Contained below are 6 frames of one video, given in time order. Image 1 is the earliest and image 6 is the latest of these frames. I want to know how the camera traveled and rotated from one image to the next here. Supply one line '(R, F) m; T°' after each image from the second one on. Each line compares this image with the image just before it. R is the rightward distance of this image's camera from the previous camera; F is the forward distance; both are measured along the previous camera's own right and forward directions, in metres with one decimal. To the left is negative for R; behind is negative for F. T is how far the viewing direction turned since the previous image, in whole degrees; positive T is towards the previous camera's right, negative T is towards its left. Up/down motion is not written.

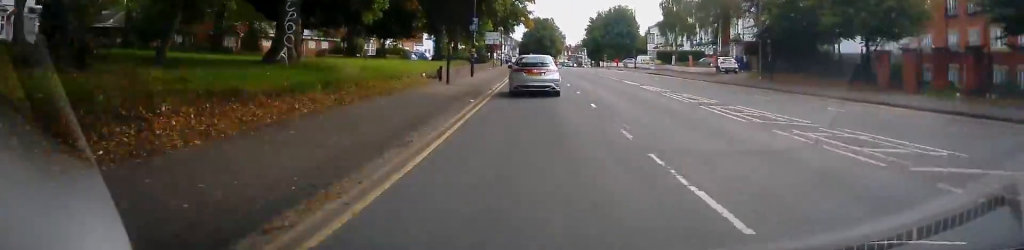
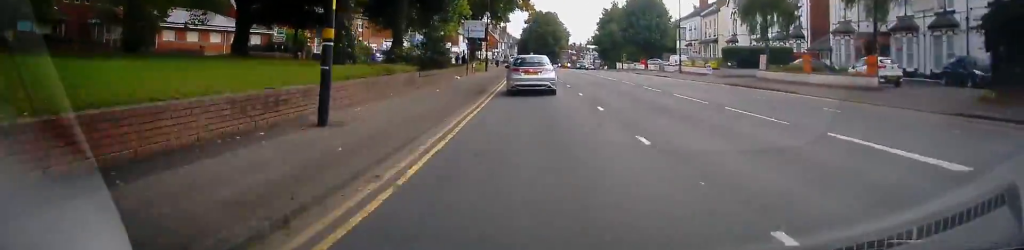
(+0.1, +25.1) m; +1°
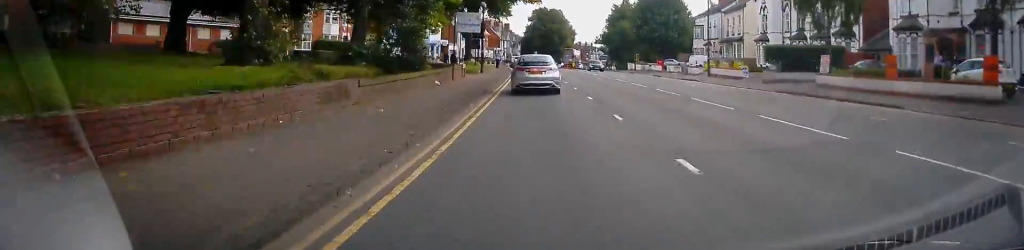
(+0.3, +8.2) m; -1°
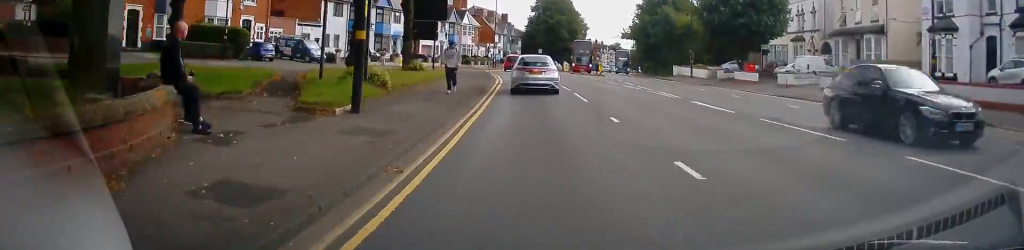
(0.0, +29.8) m; +1°
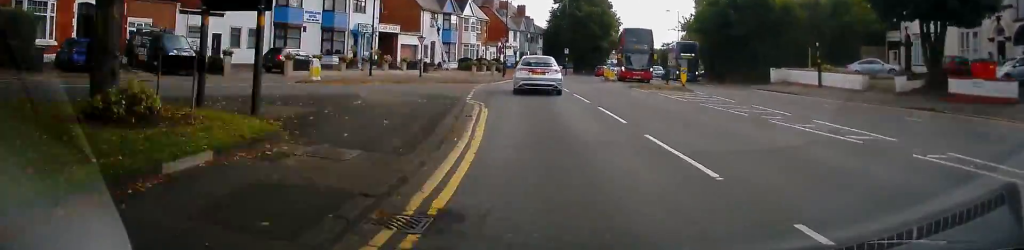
(-0.8, +23.4) m; -4°
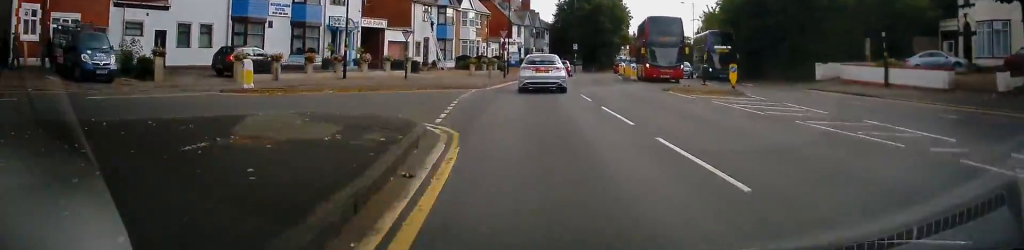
(-0.2, +7.0) m; 0°
